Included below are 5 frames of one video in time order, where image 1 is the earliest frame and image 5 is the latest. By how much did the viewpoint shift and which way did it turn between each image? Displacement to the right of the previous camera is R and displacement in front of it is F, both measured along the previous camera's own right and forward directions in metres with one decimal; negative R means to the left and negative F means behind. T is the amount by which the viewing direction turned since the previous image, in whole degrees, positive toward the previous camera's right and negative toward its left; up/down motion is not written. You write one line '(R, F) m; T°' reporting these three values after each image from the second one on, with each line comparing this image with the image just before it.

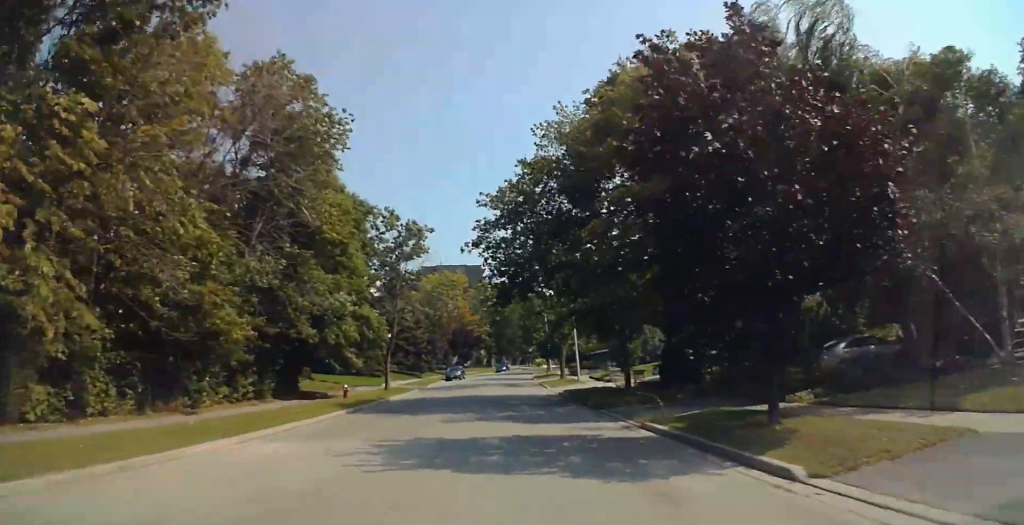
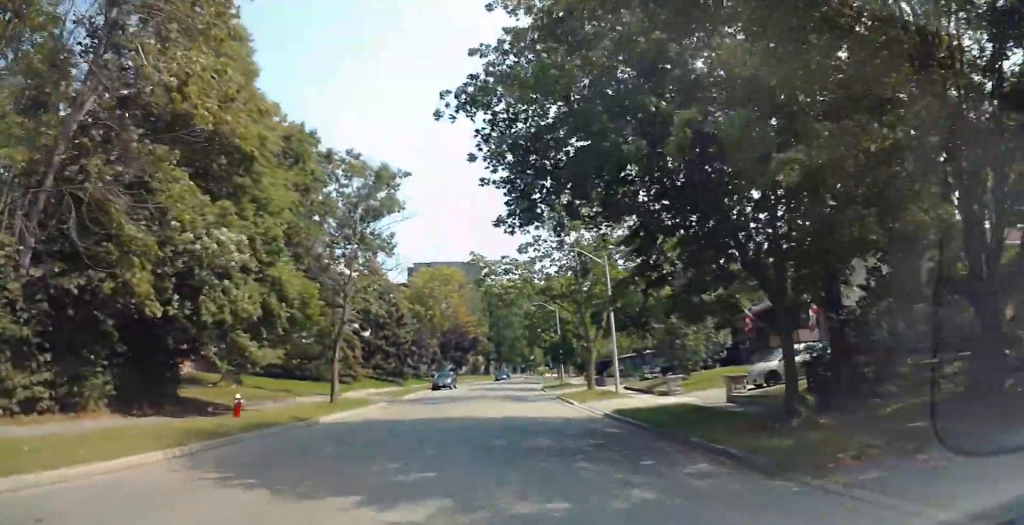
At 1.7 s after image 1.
(-0.3, +16.2) m; 0°
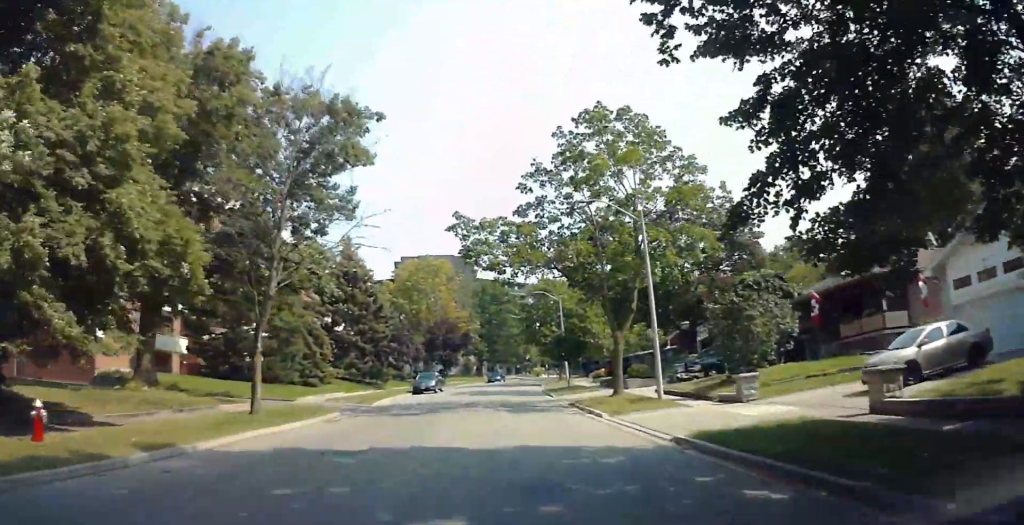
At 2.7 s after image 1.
(-0.1, +10.3) m; 0°
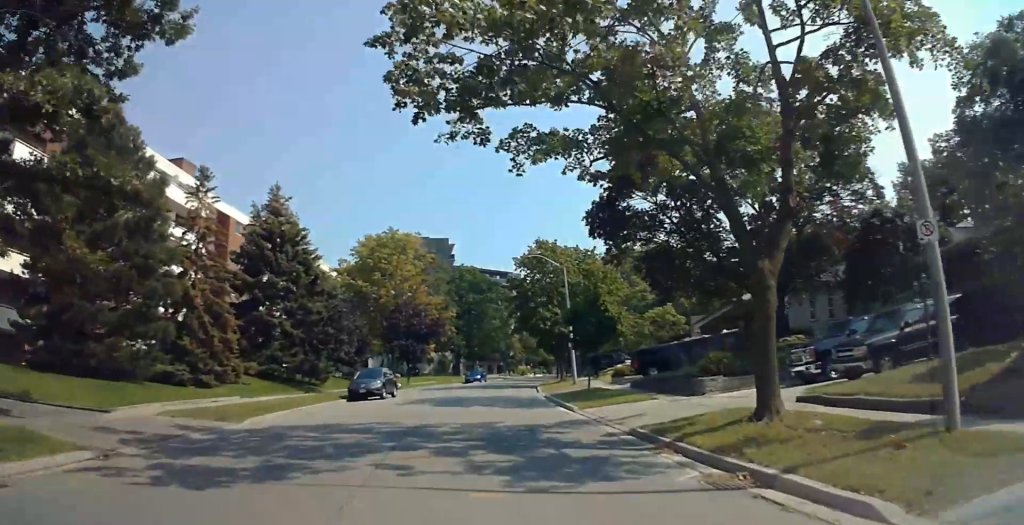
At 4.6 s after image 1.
(+0.4, +17.7) m; +2°
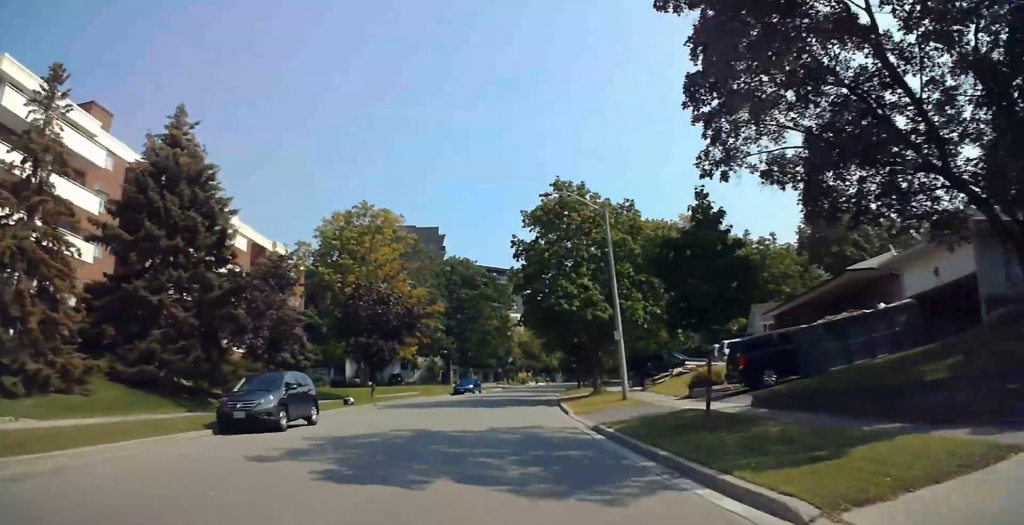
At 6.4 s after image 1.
(+0.1, +16.9) m; +1°
